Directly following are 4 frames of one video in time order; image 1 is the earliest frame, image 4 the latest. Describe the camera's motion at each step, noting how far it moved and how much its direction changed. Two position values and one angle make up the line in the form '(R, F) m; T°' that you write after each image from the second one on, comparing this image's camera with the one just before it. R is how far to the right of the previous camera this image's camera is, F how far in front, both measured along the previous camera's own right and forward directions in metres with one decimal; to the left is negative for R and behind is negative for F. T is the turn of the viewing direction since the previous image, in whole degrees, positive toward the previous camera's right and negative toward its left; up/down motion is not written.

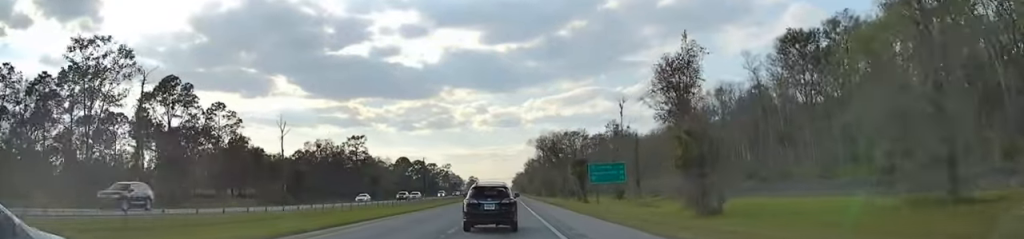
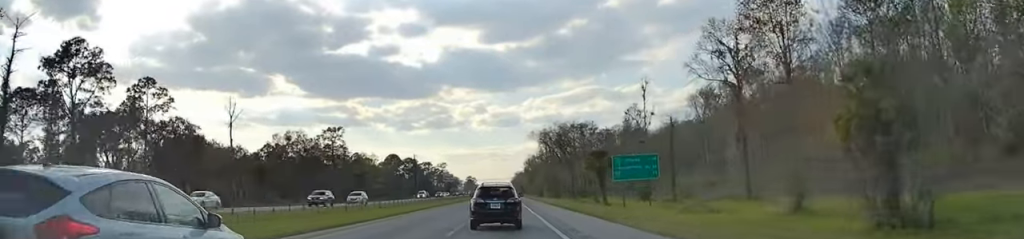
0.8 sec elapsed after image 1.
(0.0, +25.1) m; 0°
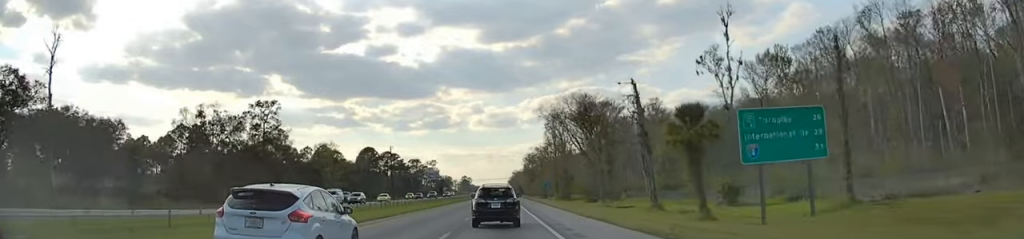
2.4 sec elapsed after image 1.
(0.0, +49.2) m; 0°
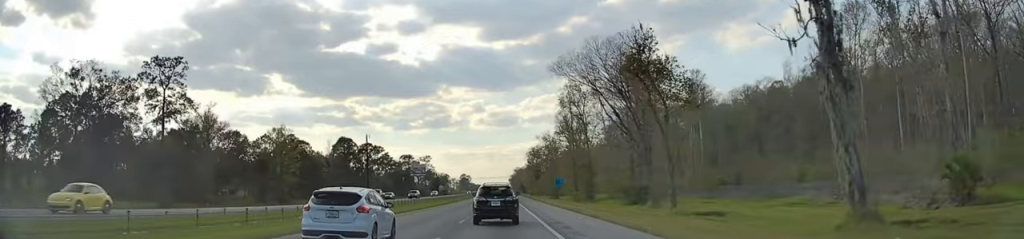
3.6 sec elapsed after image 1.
(0.0, +39.8) m; 0°
